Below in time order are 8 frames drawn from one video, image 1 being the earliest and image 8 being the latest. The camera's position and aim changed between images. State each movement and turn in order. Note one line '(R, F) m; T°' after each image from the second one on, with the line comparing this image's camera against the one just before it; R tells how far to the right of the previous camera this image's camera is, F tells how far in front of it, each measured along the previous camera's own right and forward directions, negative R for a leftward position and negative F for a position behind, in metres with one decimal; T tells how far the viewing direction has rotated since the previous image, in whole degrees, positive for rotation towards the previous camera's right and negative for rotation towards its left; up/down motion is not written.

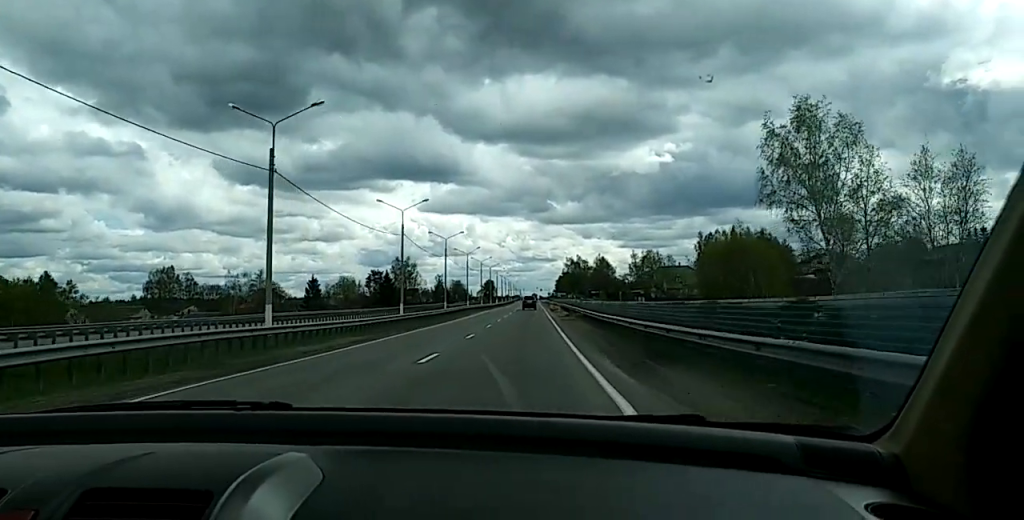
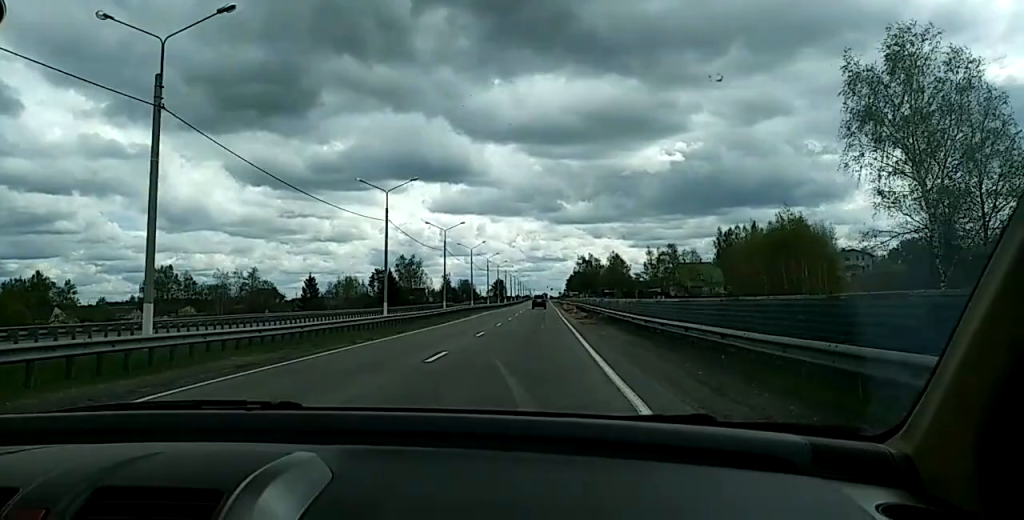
(-0.1, +12.5) m; 0°
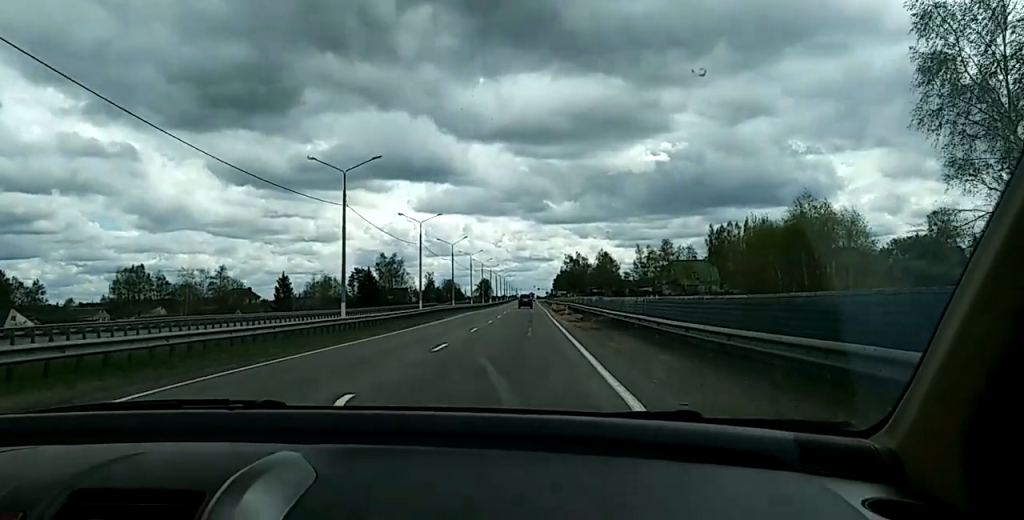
(0.0, +9.2) m; 0°
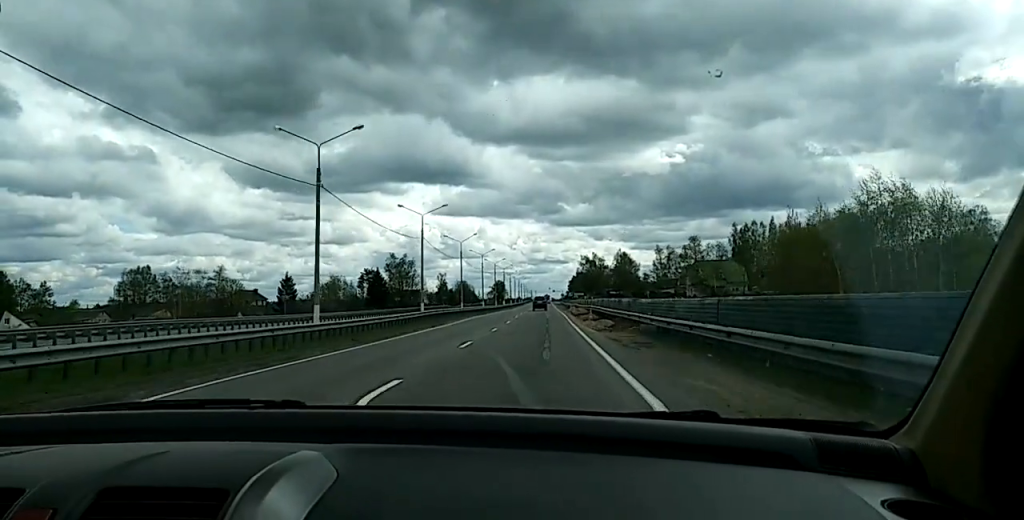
(0.0, +10.5) m; 0°
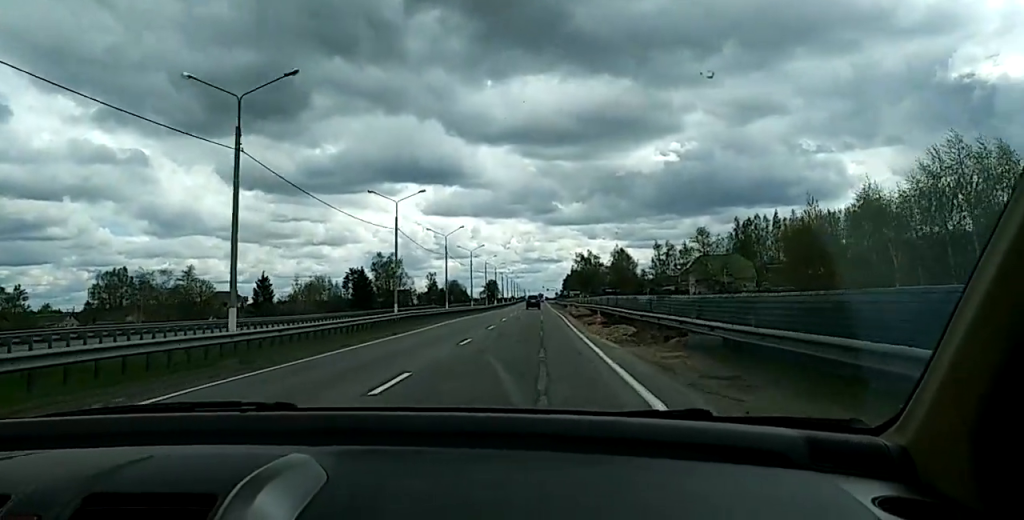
(0.0, +11.4) m; 0°
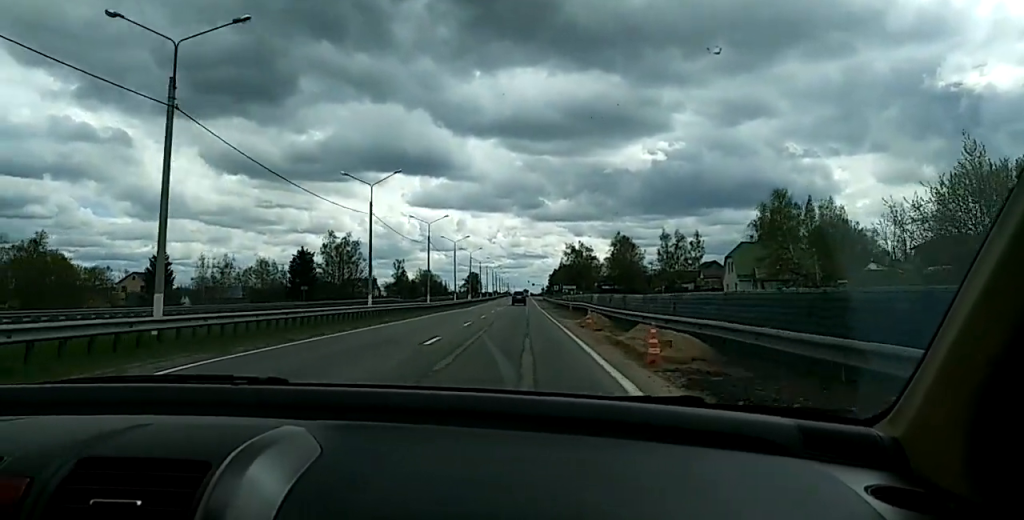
(+0.4, +45.5) m; +1°
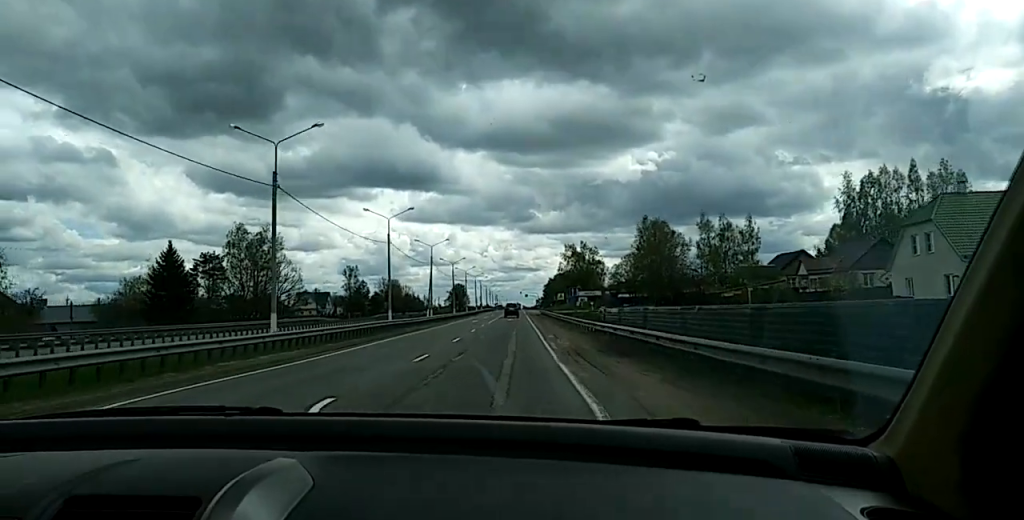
(0.0, +57.7) m; 0°
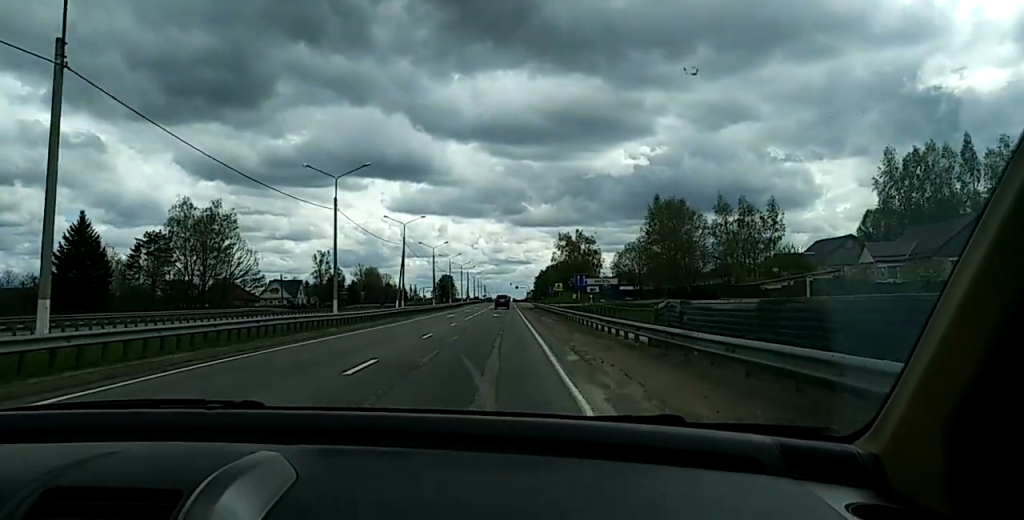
(-0.1, +16.8) m; 0°
